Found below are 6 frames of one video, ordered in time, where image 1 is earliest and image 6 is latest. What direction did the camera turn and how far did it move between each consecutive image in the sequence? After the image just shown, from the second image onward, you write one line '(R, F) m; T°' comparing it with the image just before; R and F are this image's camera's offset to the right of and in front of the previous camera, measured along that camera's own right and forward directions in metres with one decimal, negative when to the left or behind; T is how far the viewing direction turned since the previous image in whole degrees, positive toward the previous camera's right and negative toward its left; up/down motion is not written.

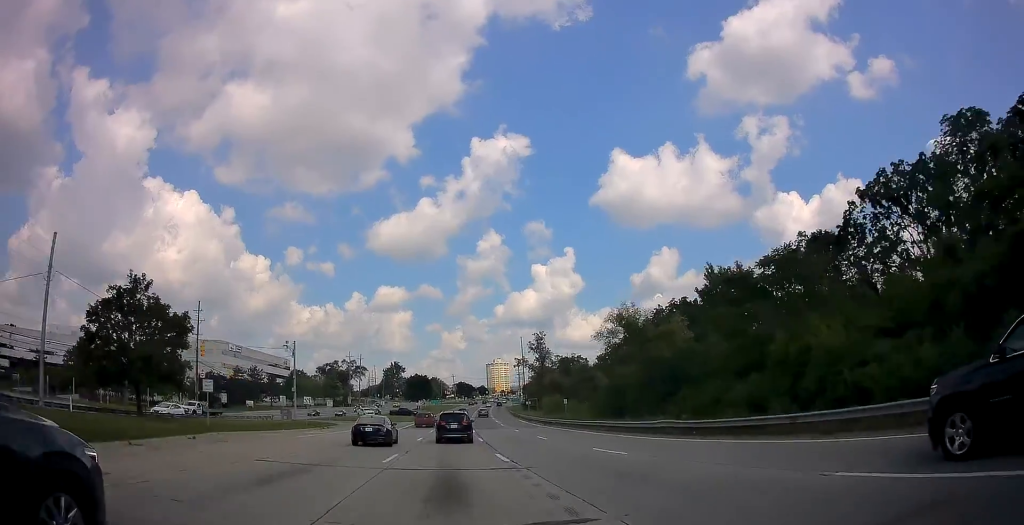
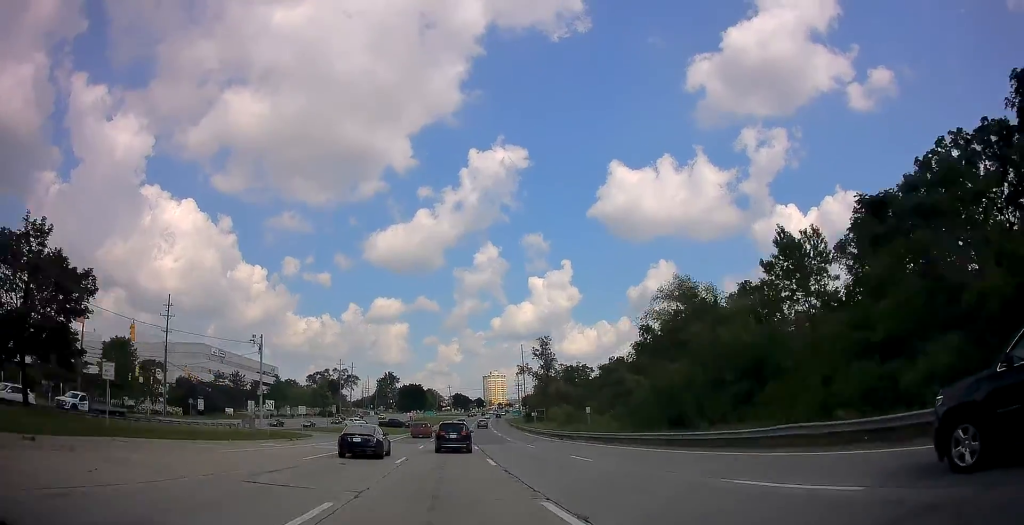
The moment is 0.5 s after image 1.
(+0.1, +10.9) m; 0°
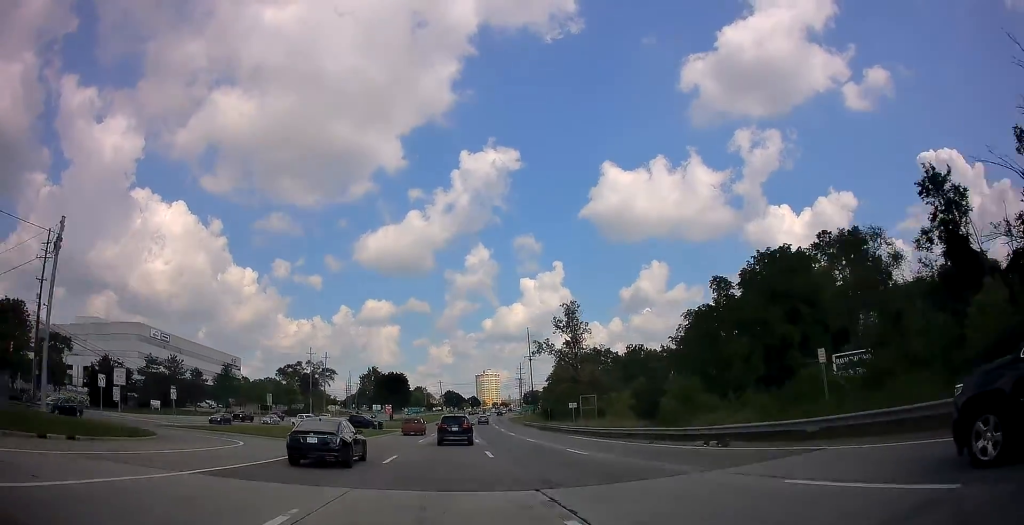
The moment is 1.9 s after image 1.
(-0.1, +32.2) m; 0°
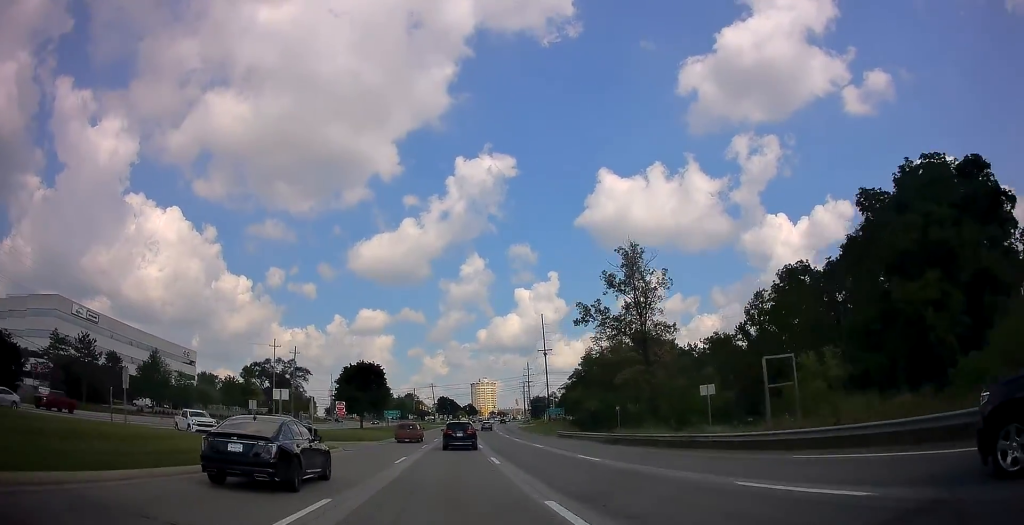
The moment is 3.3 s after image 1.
(+0.3, +31.7) m; +1°
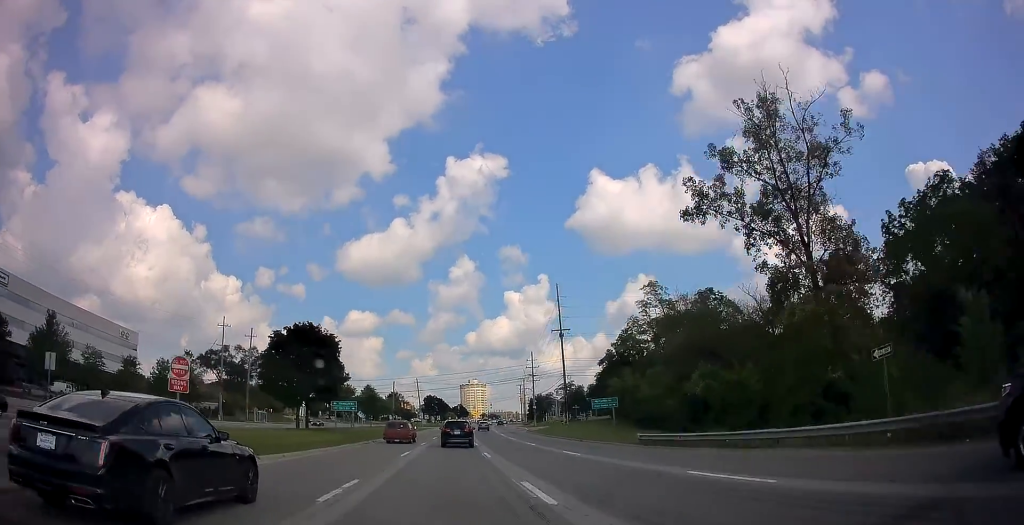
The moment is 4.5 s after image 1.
(+0.1, +27.3) m; +1°
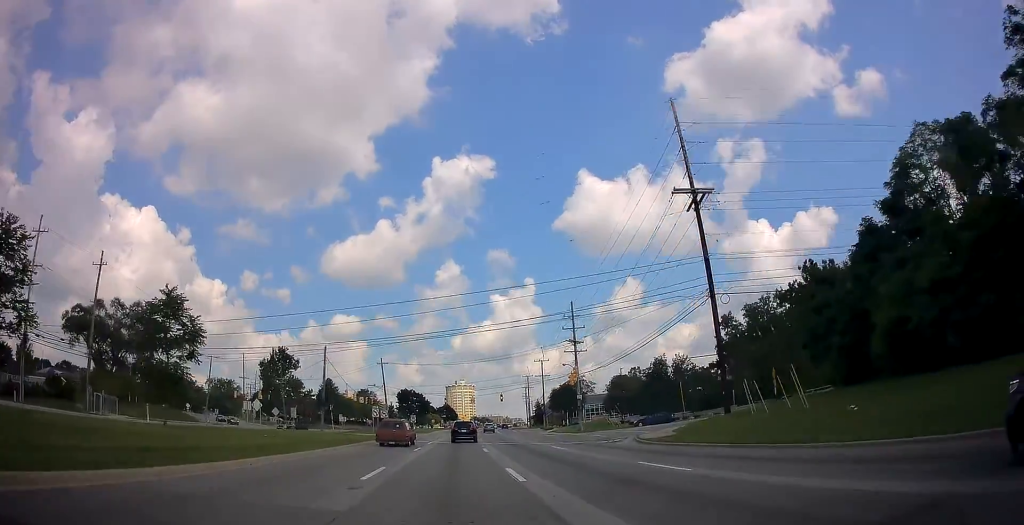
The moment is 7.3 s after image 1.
(+0.7, +52.6) m; +1°
